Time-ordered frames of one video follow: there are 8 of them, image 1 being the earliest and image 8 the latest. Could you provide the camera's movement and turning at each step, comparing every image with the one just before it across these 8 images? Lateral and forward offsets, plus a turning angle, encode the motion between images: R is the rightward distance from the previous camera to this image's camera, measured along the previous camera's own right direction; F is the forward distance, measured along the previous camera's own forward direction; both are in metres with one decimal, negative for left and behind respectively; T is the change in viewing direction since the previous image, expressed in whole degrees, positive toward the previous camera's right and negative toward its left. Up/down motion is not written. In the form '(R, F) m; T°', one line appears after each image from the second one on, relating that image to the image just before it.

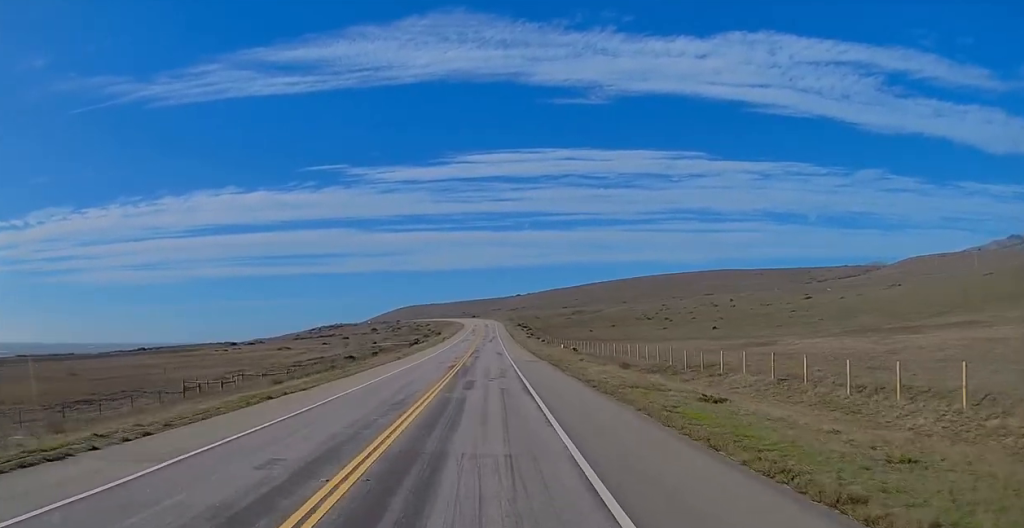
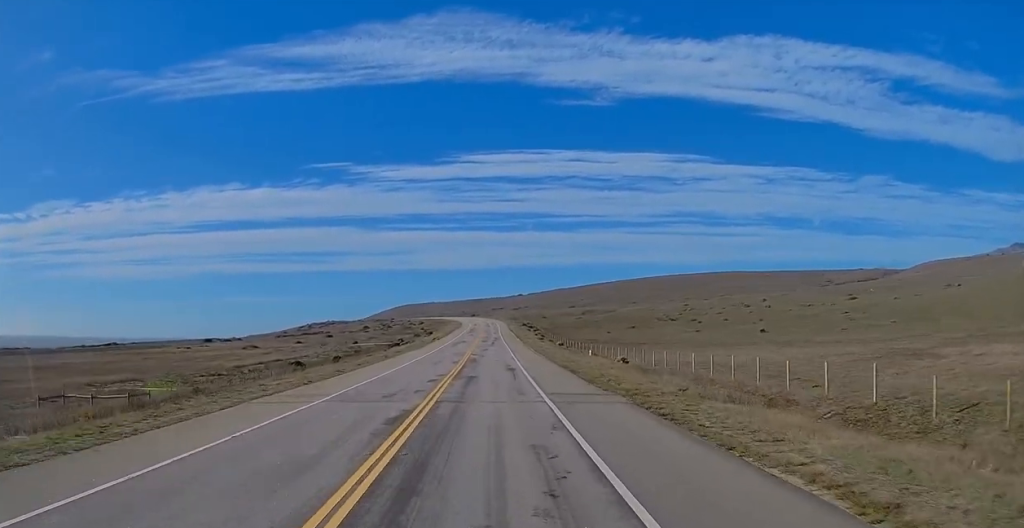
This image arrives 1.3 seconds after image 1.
(0.0, +27.3) m; +1°
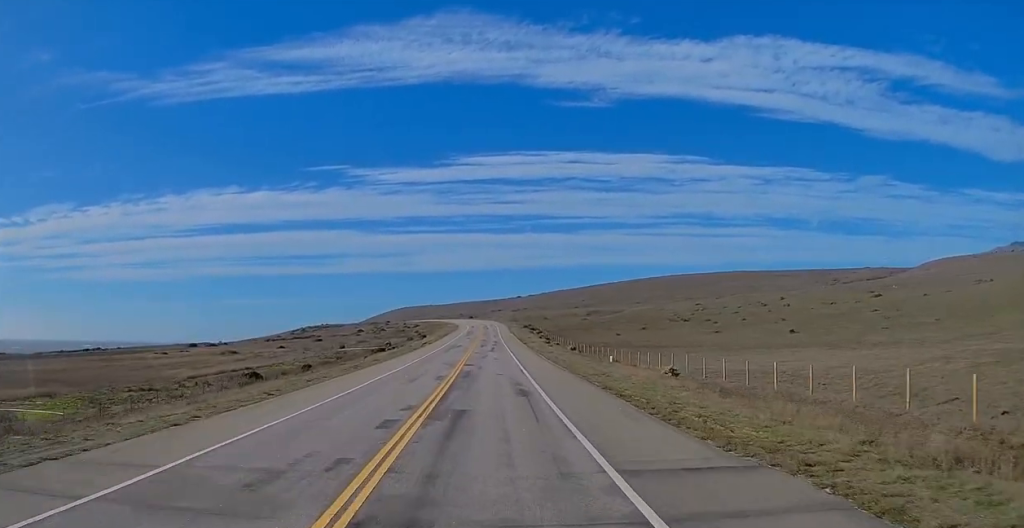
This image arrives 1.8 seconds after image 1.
(+0.3, +13.5) m; 0°
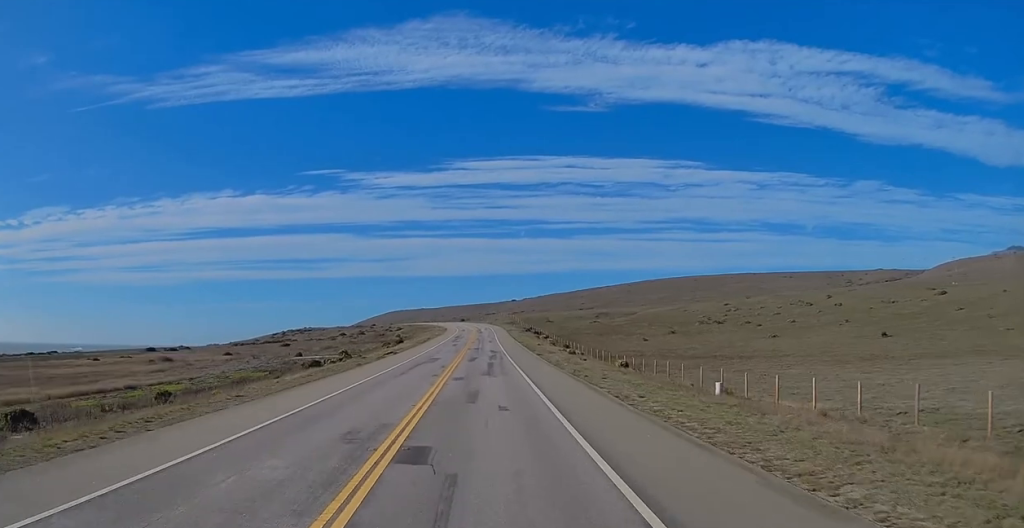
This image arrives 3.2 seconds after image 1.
(+0.1, +30.6) m; 0°
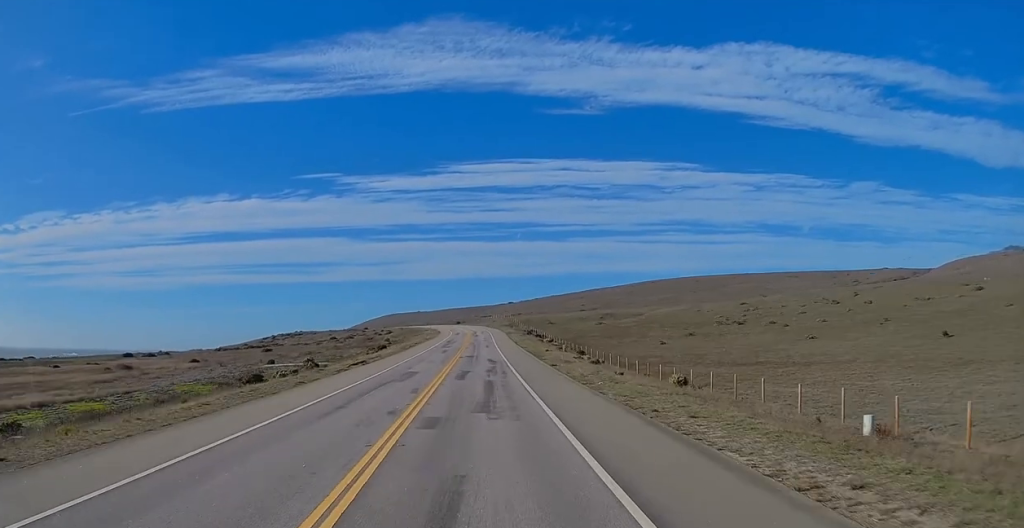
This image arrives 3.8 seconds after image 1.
(0.0, +13.5) m; 0°
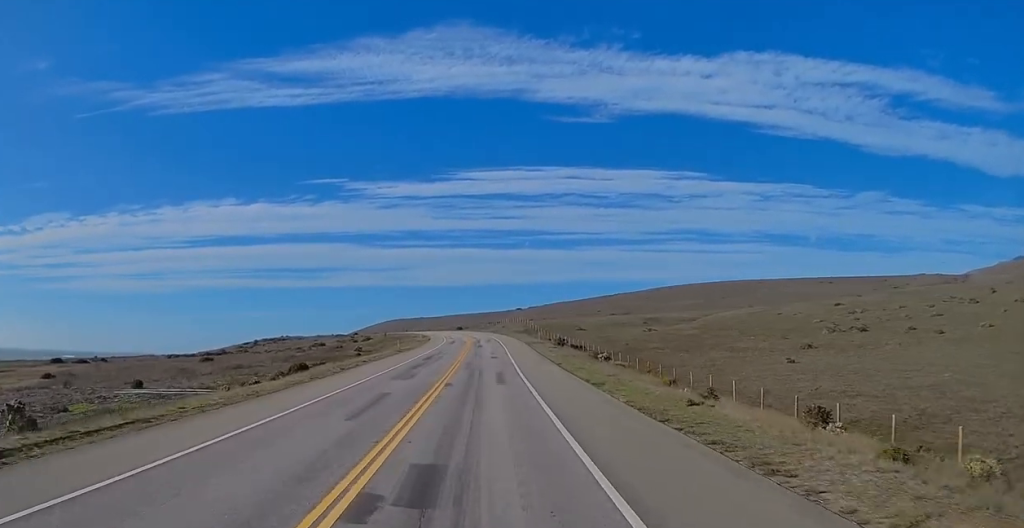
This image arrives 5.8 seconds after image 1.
(-0.2, +43.1) m; 0°
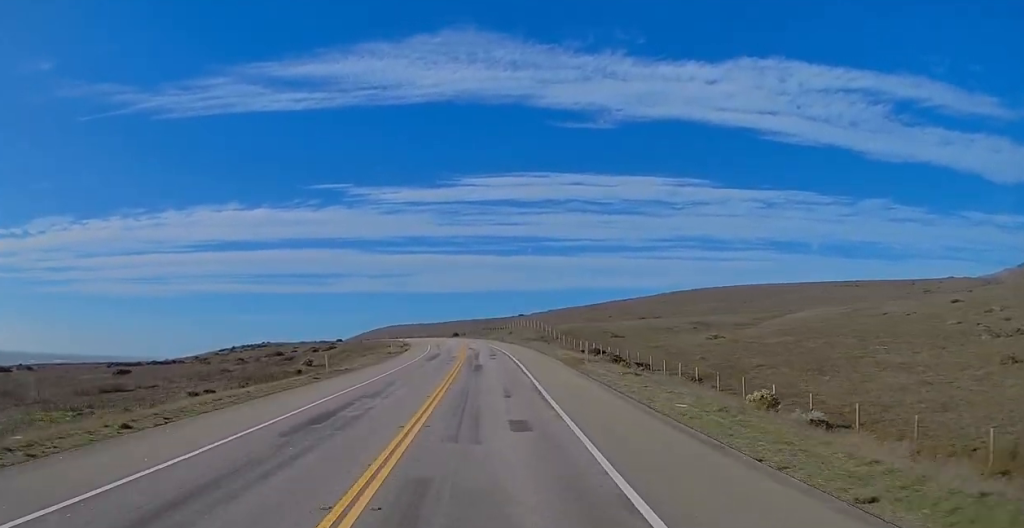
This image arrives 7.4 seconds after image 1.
(+0.4, +35.7) m; +1°
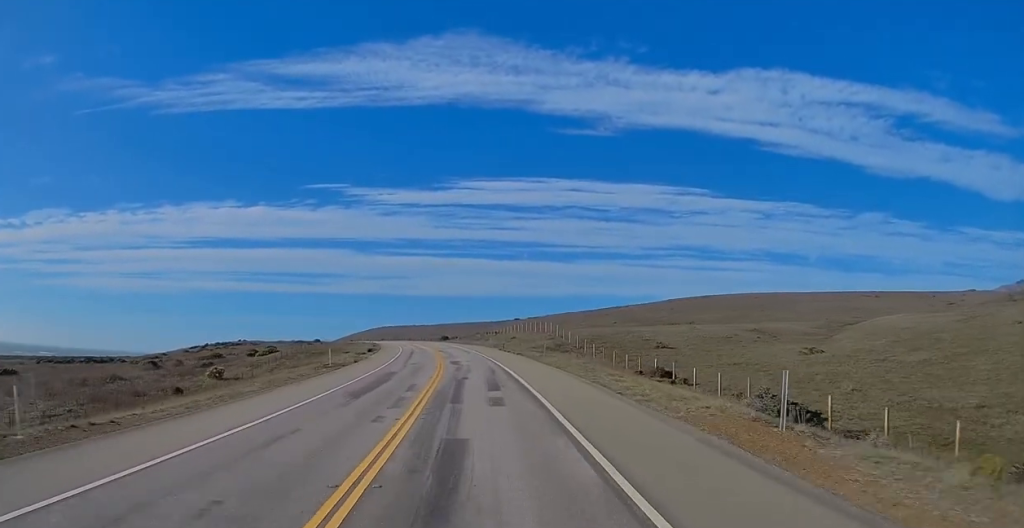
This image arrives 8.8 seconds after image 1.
(0.0, +28.1) m; -1°
